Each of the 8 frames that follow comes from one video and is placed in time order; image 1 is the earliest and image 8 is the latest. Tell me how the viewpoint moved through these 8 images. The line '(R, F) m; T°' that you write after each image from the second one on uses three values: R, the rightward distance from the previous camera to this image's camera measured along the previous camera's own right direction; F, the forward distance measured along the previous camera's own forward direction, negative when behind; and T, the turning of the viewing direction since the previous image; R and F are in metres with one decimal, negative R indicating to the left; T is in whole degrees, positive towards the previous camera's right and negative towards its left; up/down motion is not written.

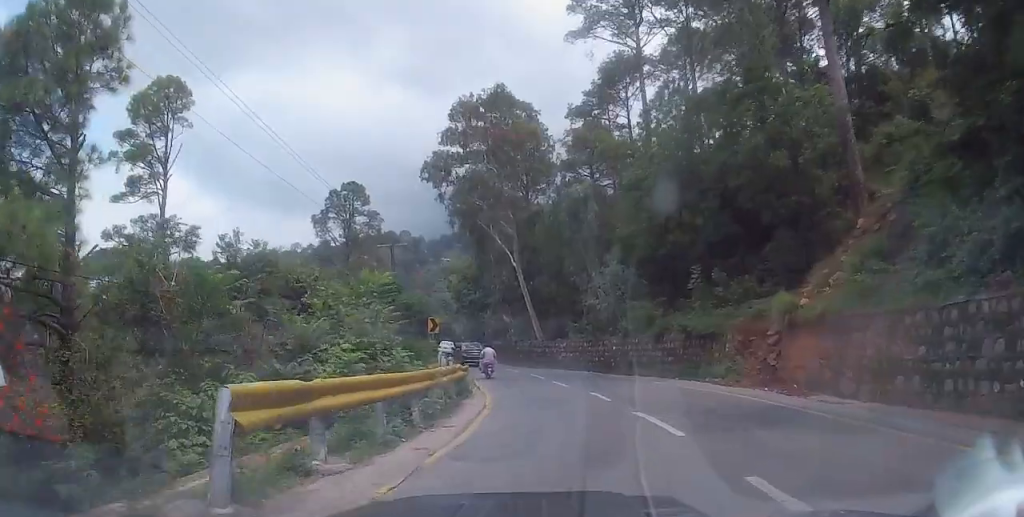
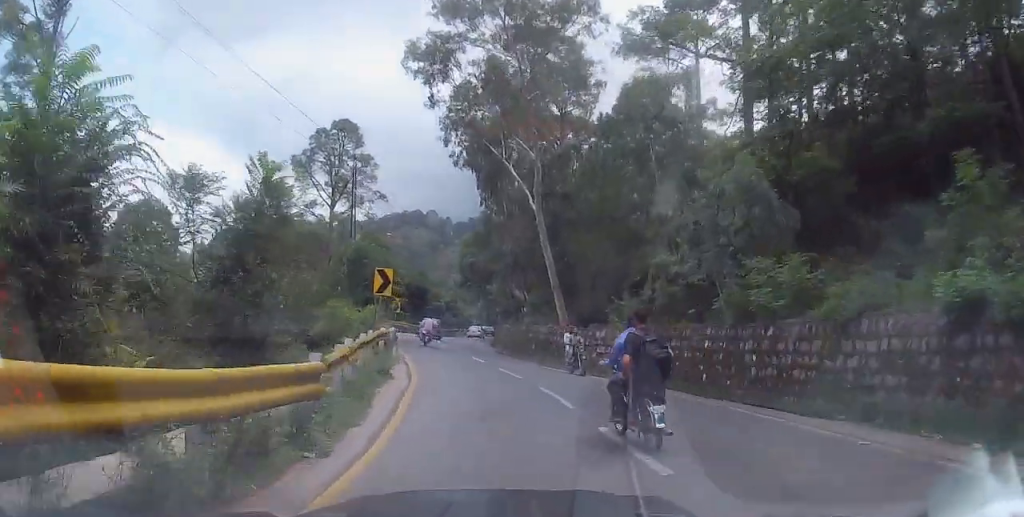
(-0.8, +16.4) m; -6°
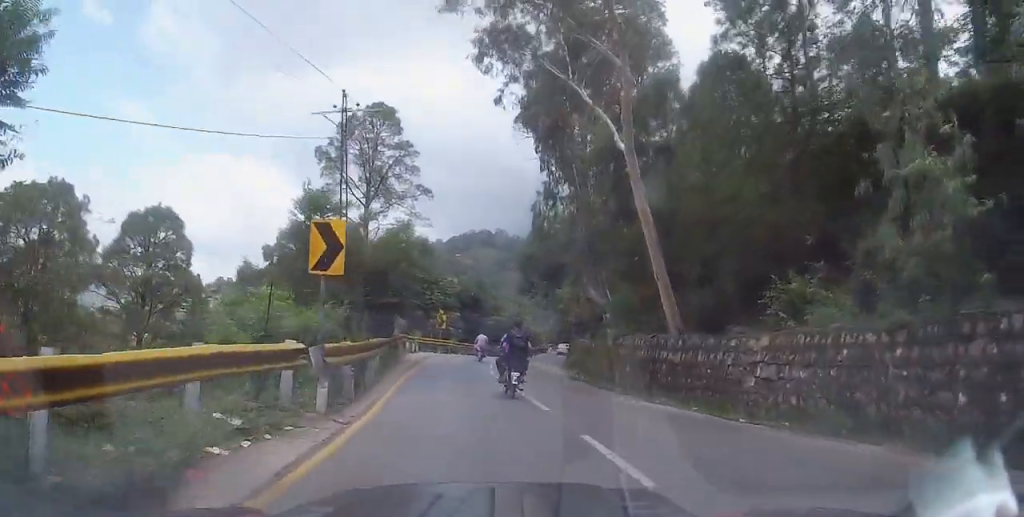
(-0.5, +11.8) m; -6°
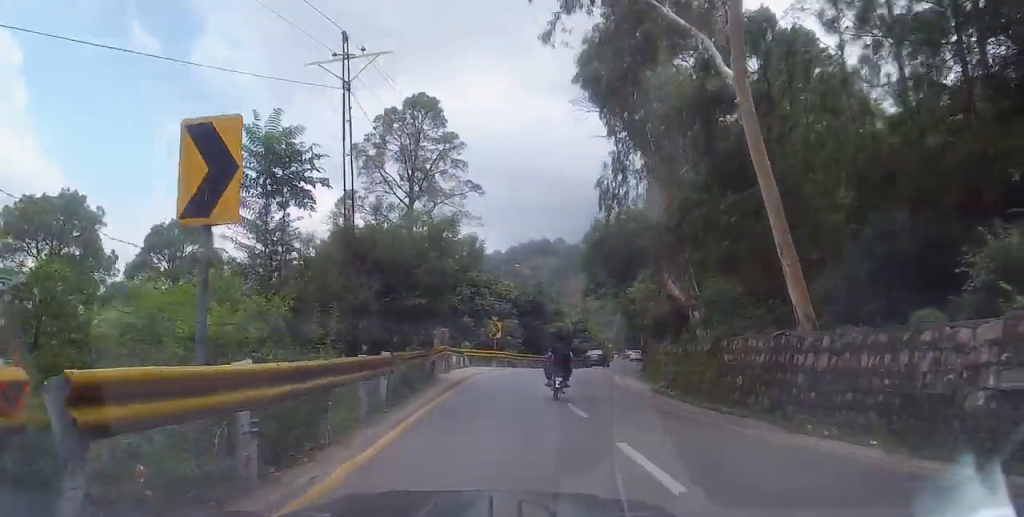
(-0.3, +5.7) m; -2°
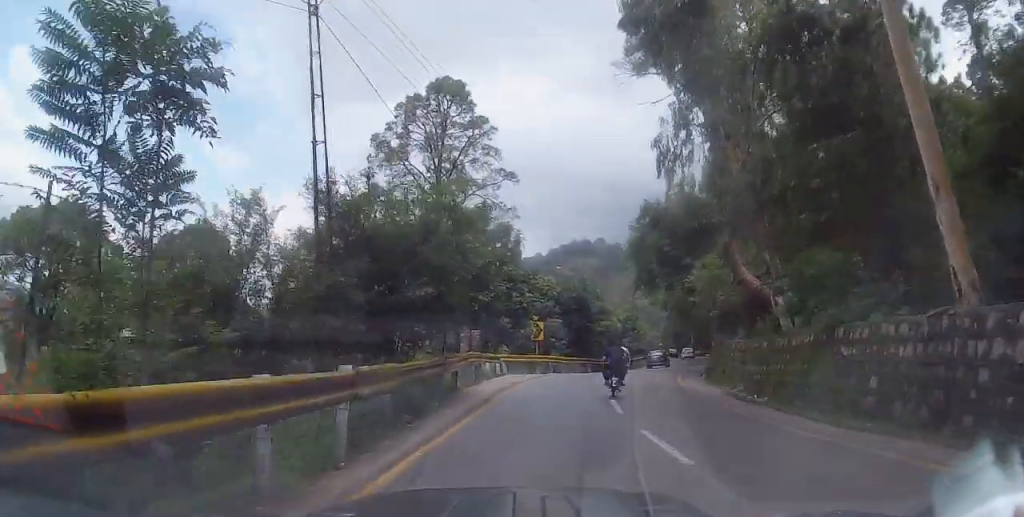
(-0.3, +4.7) m; -1°
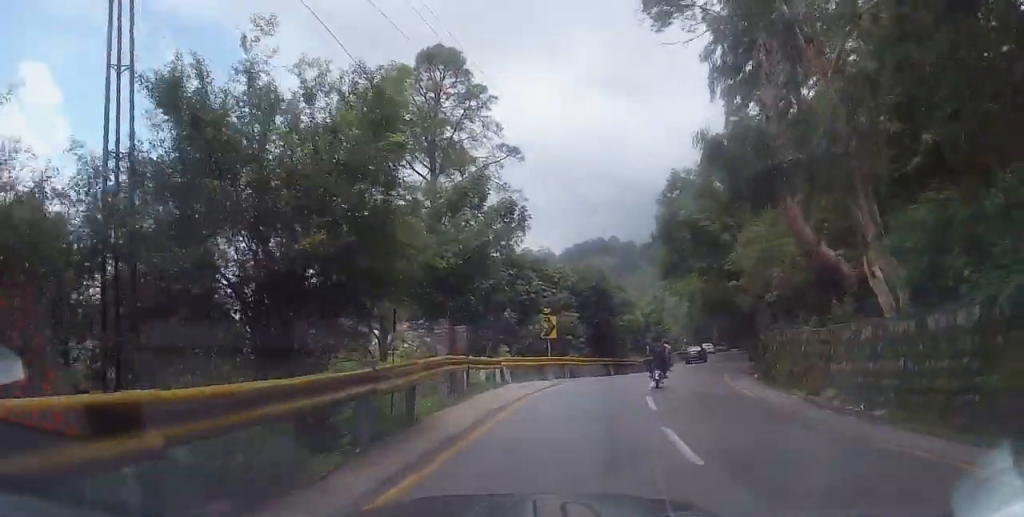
(+0.2, +6.0) m; 0°
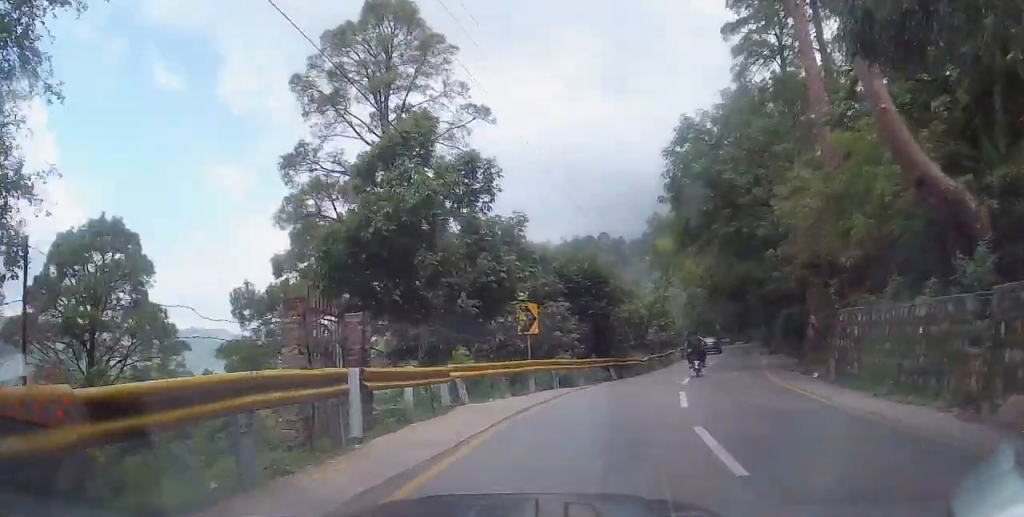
(-0.1, +7.3) m; 0°
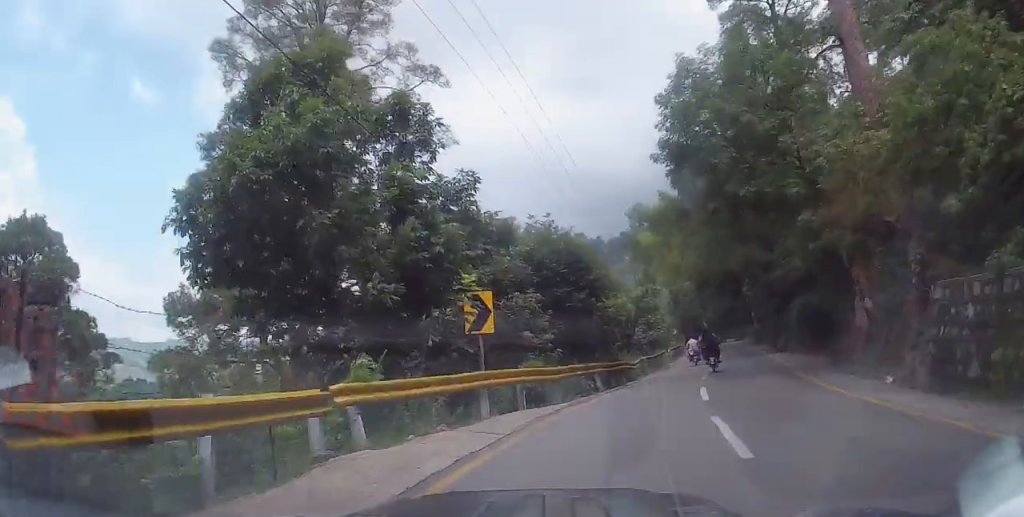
(-0.1, +5.7) m; +1°
